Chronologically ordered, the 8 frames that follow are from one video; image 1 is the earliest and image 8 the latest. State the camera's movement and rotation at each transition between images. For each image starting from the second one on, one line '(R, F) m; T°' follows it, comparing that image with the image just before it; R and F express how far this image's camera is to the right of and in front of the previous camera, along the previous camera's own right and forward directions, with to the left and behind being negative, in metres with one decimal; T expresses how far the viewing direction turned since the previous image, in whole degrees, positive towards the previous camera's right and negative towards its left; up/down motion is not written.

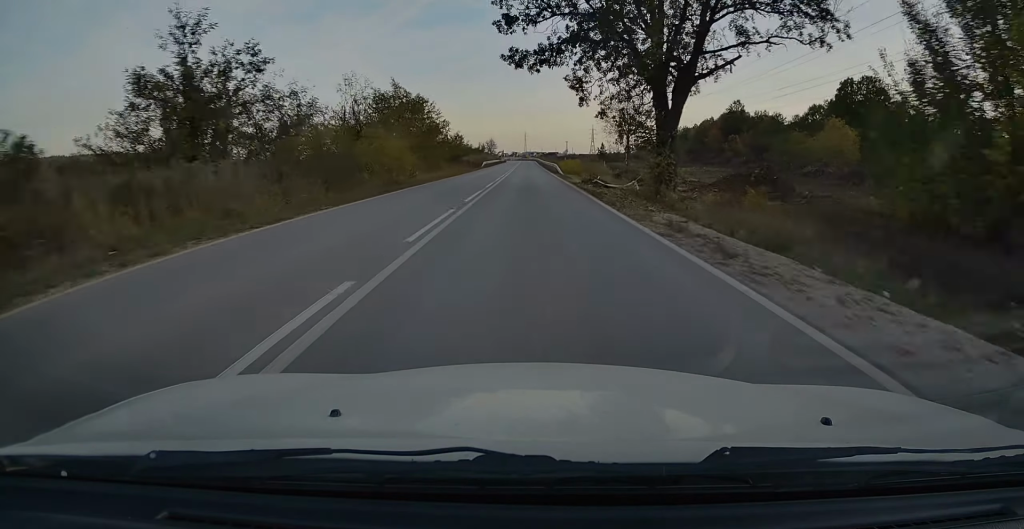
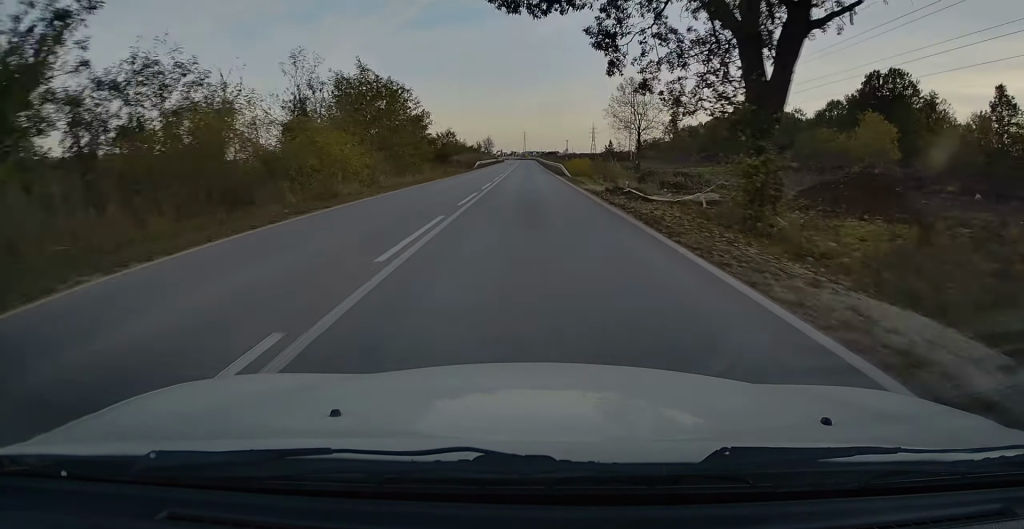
(0.0, +10.8) m; 0°
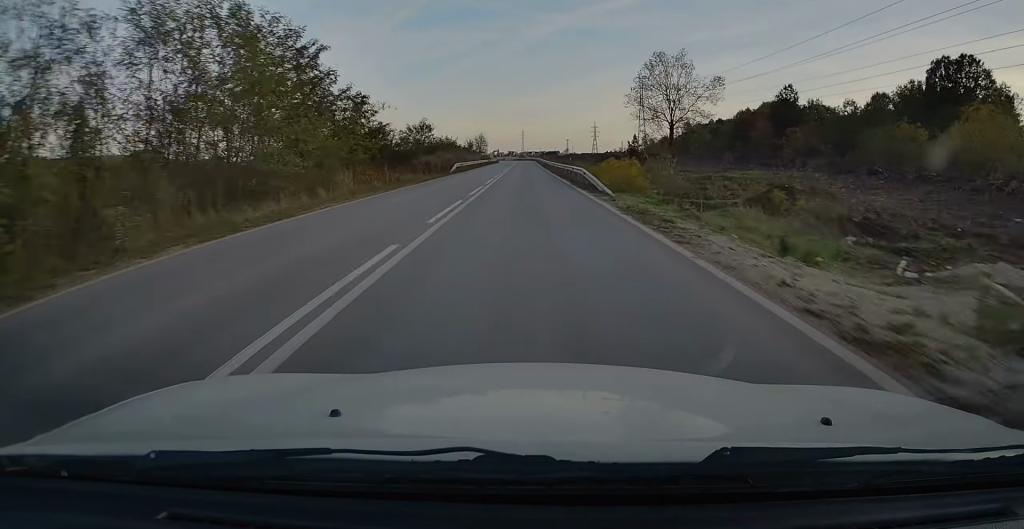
(-0.1, +22.5) m; 0°
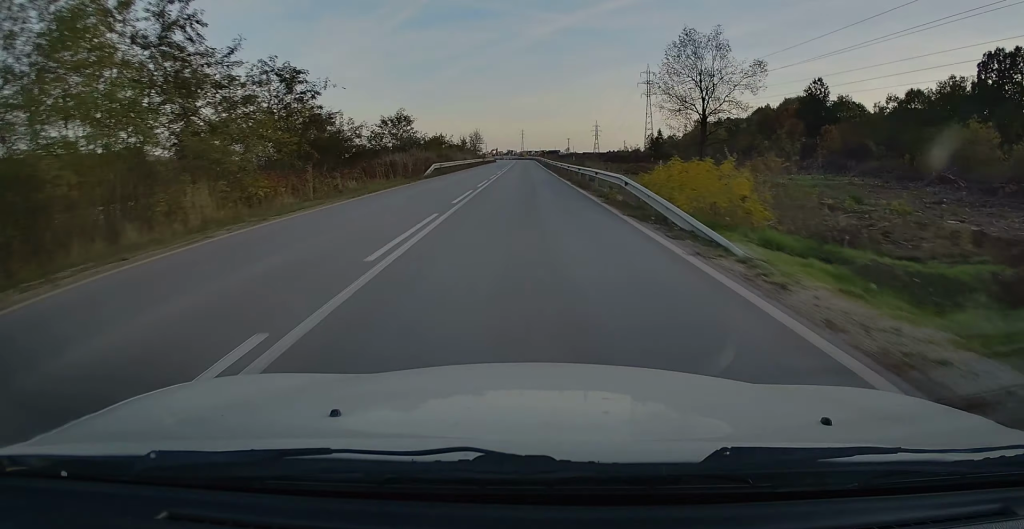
(+0.1, +13.5) m; 0°
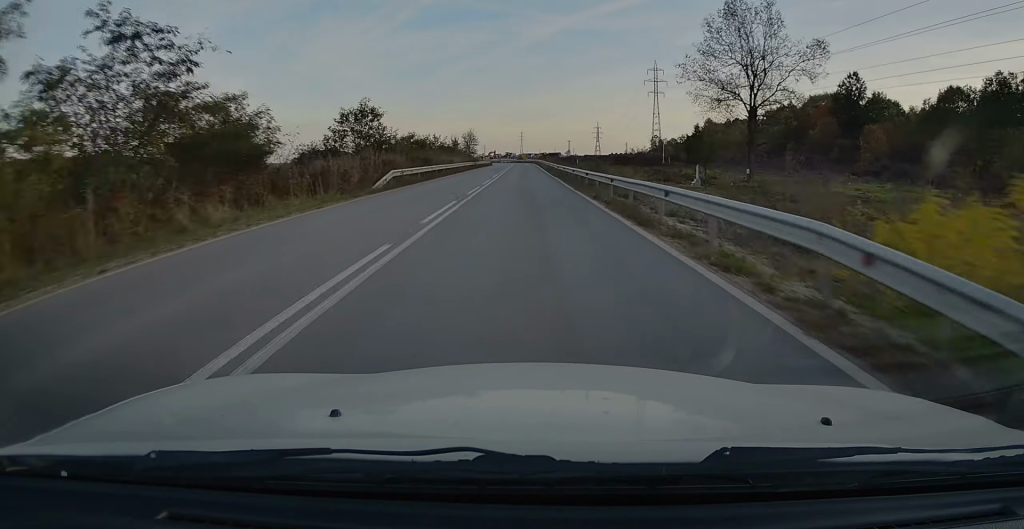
(+0.1, +13.5) m; 0°
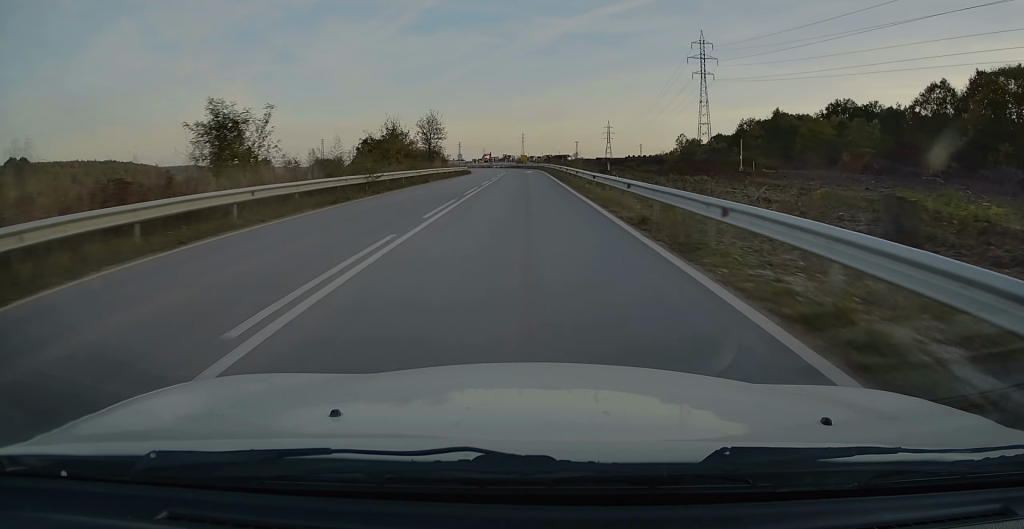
(0.0, +52.8) m; 0°
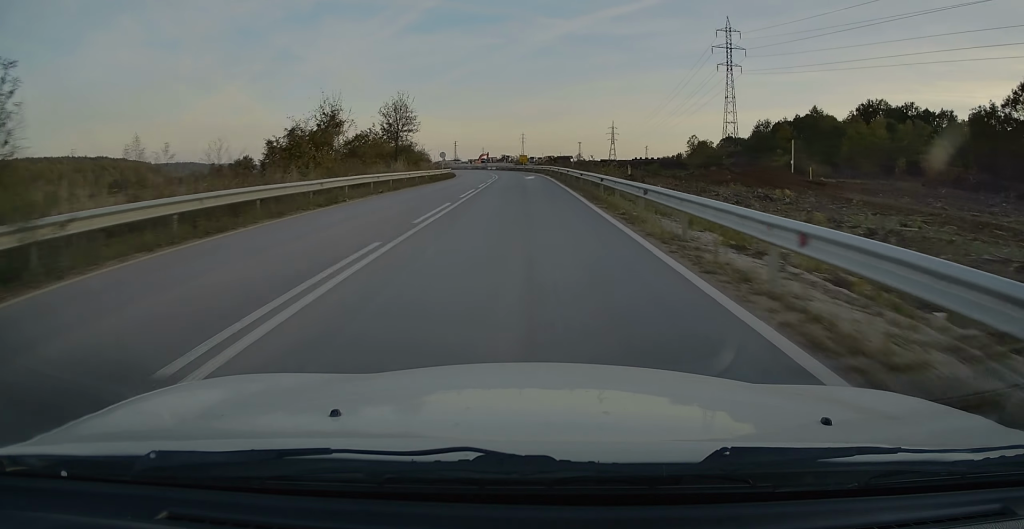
(0.0, +18.7) m; 0°
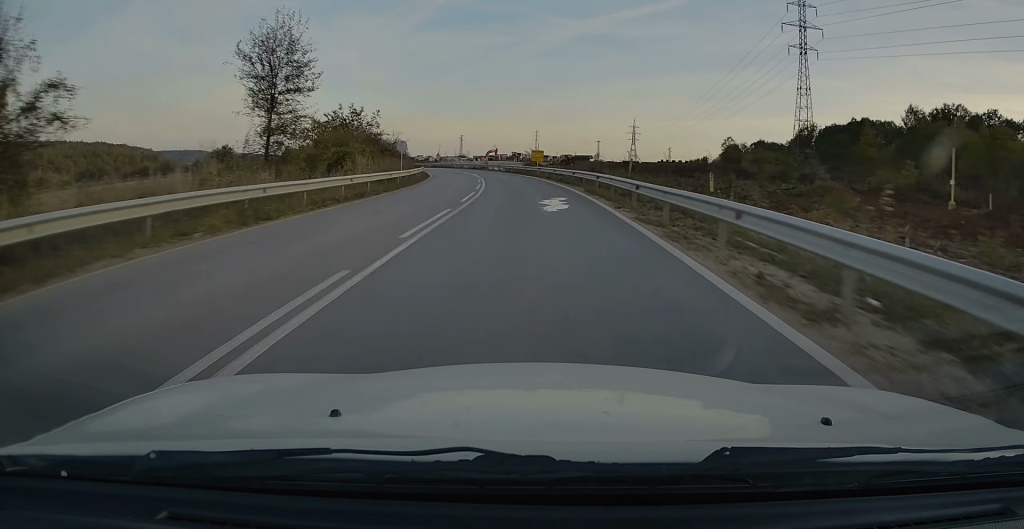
(-0.3, +29.3) m; -2°
